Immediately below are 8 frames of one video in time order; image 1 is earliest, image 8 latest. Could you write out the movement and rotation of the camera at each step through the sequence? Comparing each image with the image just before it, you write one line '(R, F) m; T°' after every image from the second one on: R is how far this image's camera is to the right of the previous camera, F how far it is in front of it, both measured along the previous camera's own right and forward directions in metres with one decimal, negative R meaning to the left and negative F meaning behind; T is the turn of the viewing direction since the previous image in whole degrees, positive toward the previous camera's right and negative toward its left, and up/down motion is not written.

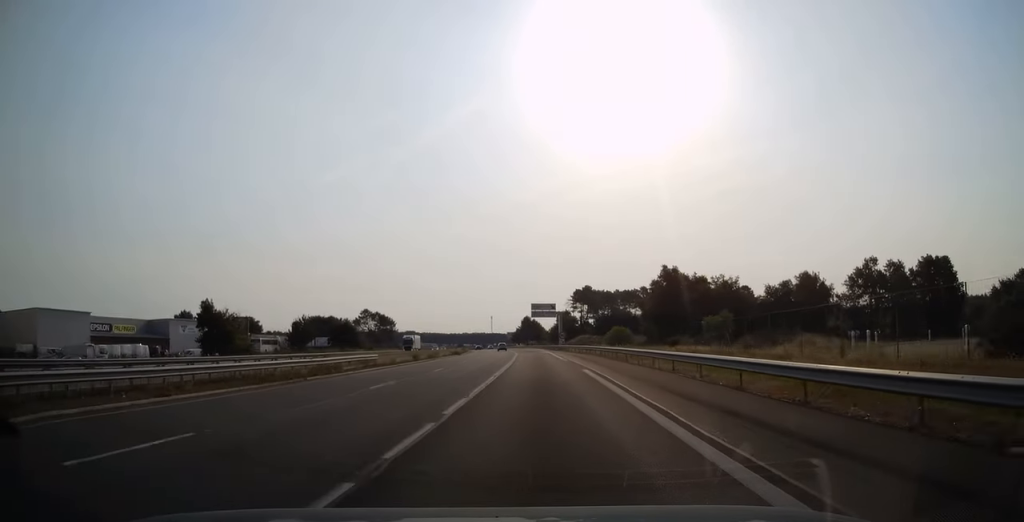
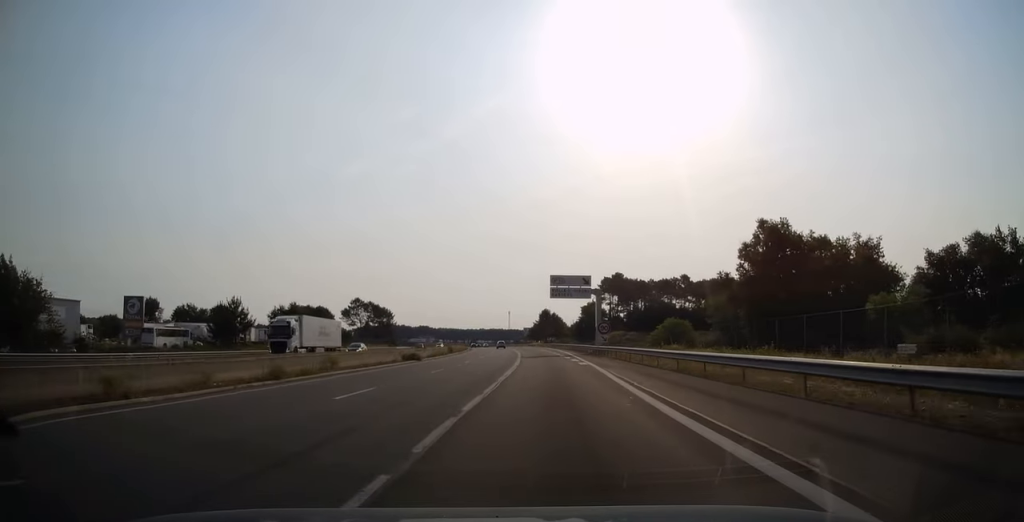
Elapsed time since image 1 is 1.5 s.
(-0.6, +43.3) m; -2°
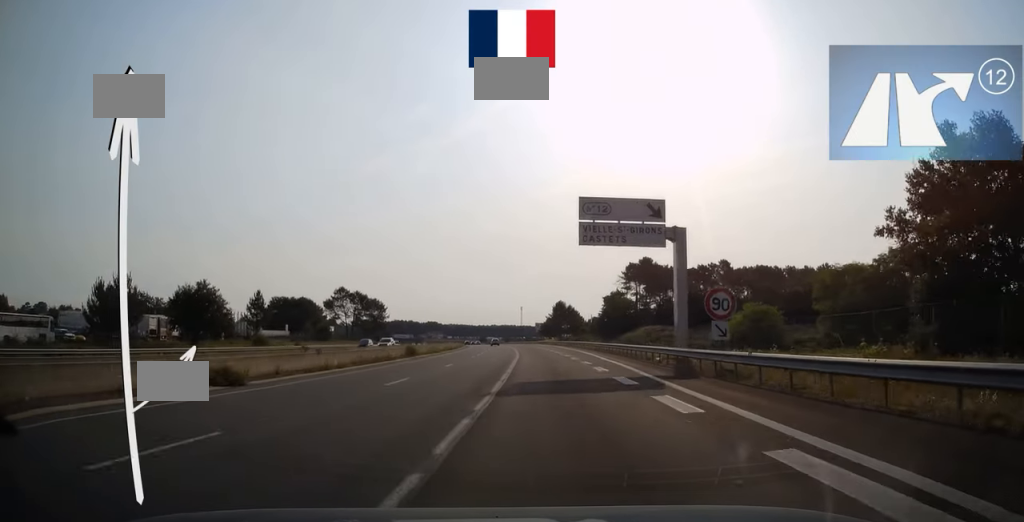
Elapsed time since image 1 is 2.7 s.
(-0.7, +35.1) m; -1°
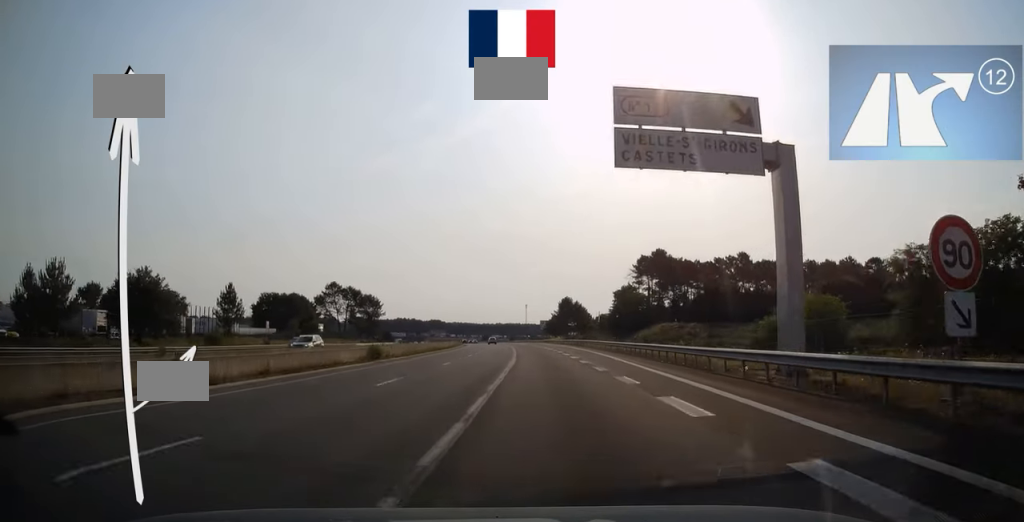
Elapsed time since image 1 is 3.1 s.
(0.0, +13.9) m; 0°
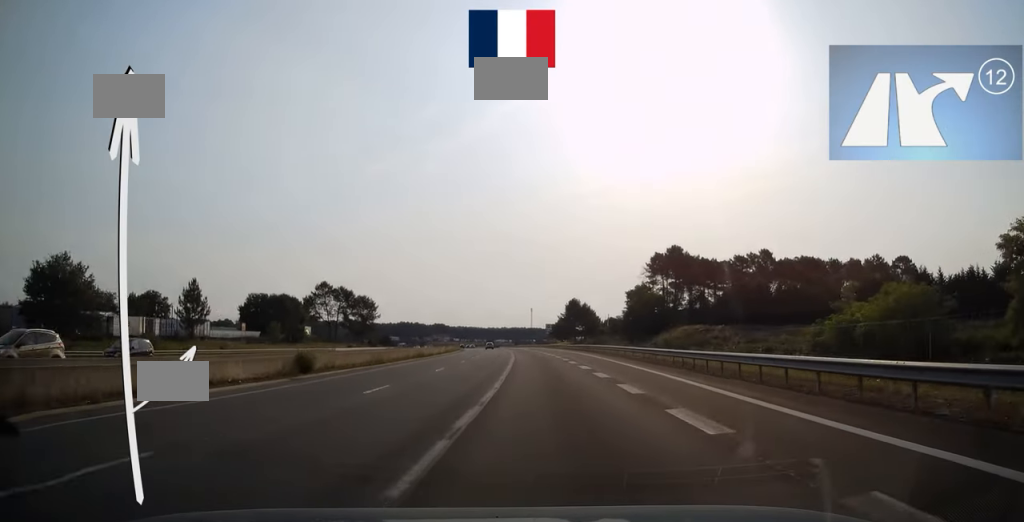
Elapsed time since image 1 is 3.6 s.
(+0.3, +14.4) m; 0°
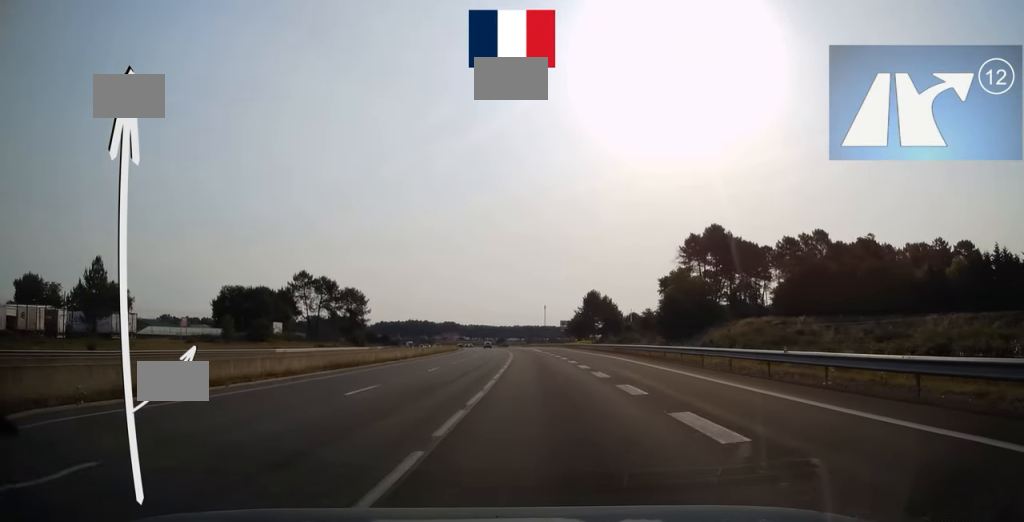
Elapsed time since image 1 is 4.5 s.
(-0.5, +27.3) m; -1°
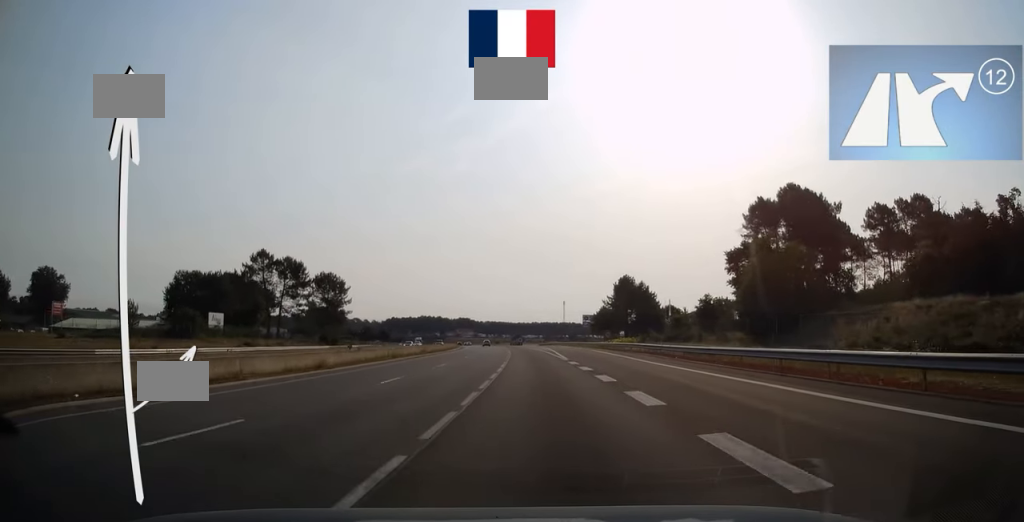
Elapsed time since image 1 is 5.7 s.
(-0.4, +35.2) m; -1°
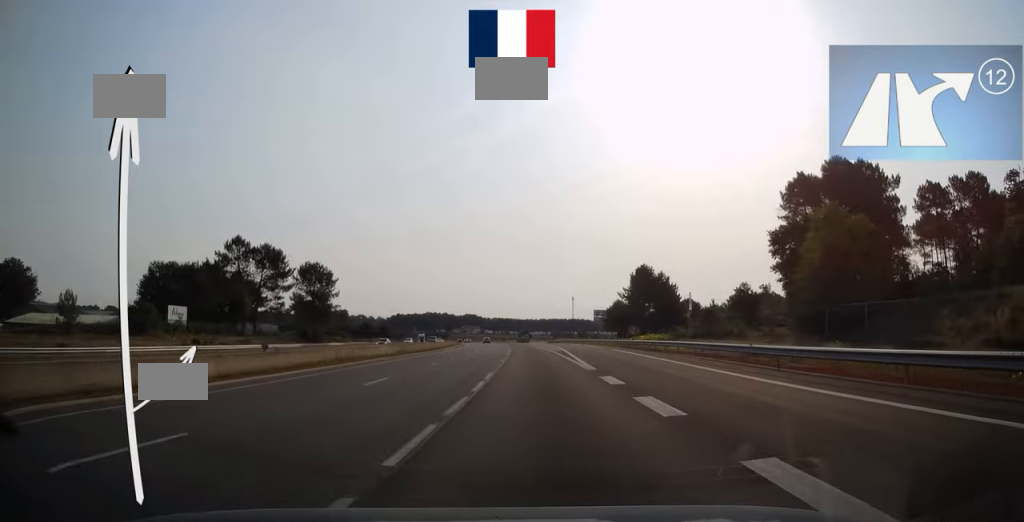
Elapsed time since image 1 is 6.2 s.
(-0.1, +14.9) m; -1°
